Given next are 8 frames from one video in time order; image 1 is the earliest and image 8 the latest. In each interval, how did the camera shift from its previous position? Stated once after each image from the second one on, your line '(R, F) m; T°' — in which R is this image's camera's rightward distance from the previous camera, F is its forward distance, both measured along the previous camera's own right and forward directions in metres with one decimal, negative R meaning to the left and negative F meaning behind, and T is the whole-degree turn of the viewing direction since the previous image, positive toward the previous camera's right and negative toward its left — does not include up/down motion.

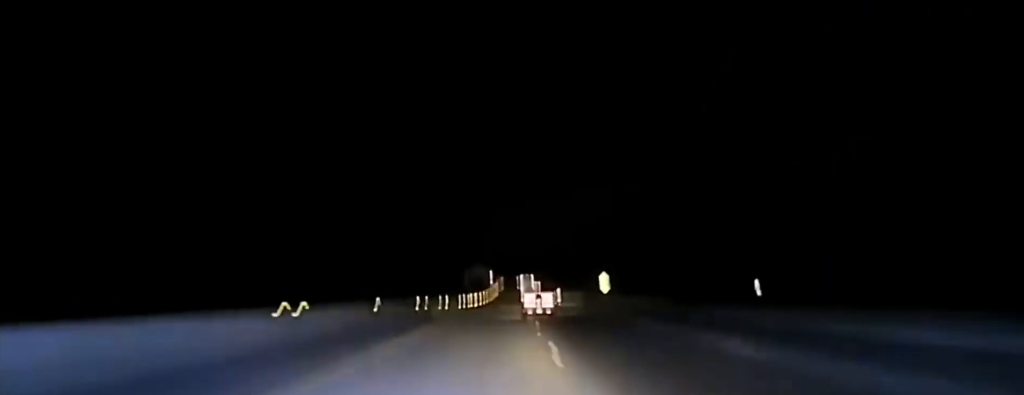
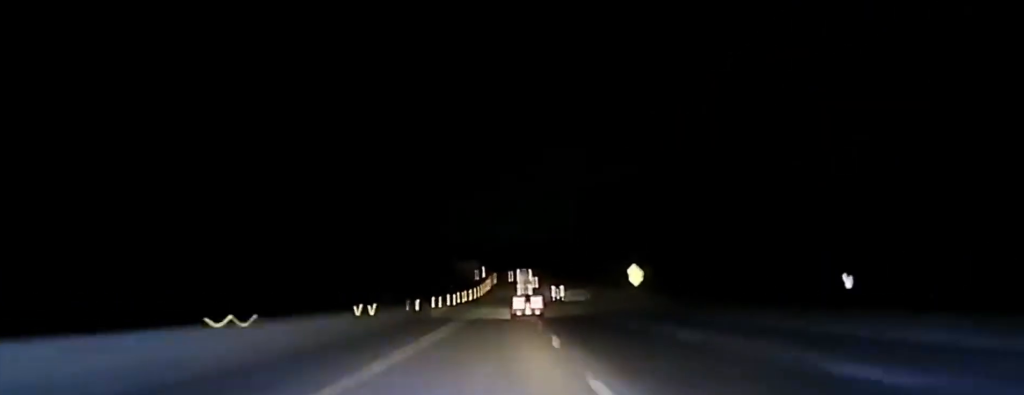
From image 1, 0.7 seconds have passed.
(+0.5, +43.0) m; +1°
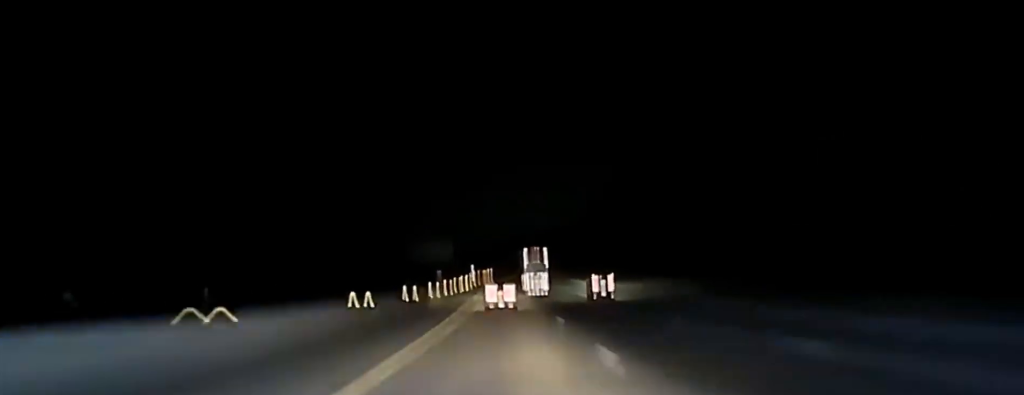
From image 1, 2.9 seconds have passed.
(+0.3, +131.8) m; 0°
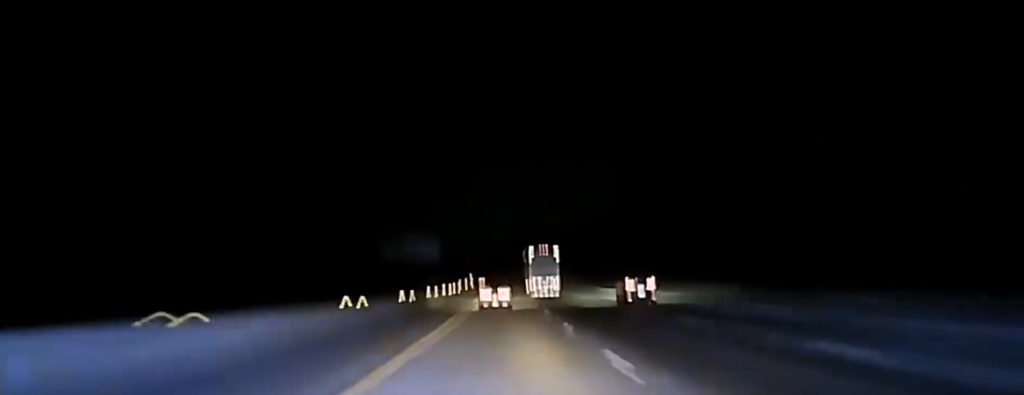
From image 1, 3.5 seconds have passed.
(0.0, +36.6) m; 0°
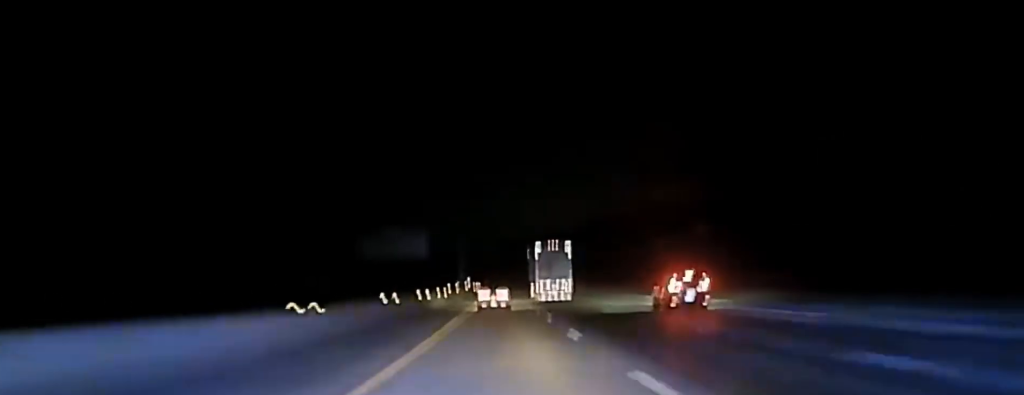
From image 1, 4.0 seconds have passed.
(-0.1, +26.5) m; 0°
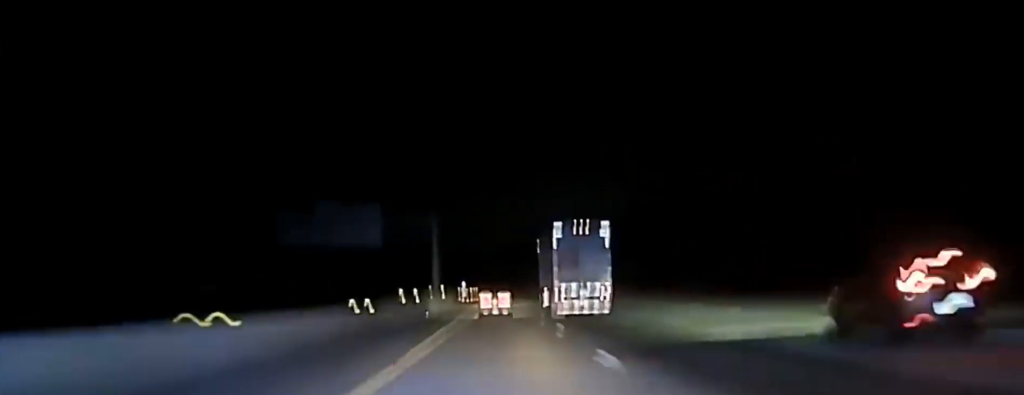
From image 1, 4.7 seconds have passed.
(+0.1, +45.4) m; 0°
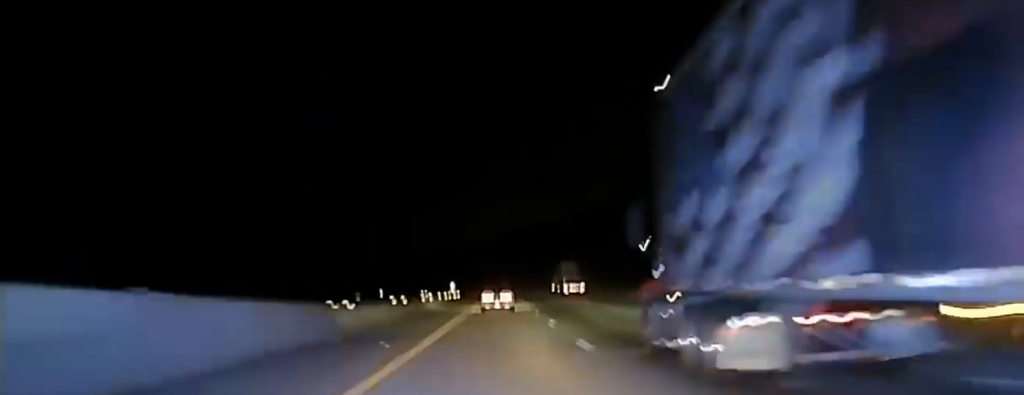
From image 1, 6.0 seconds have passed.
(+0.1, +83.1) m; 0°
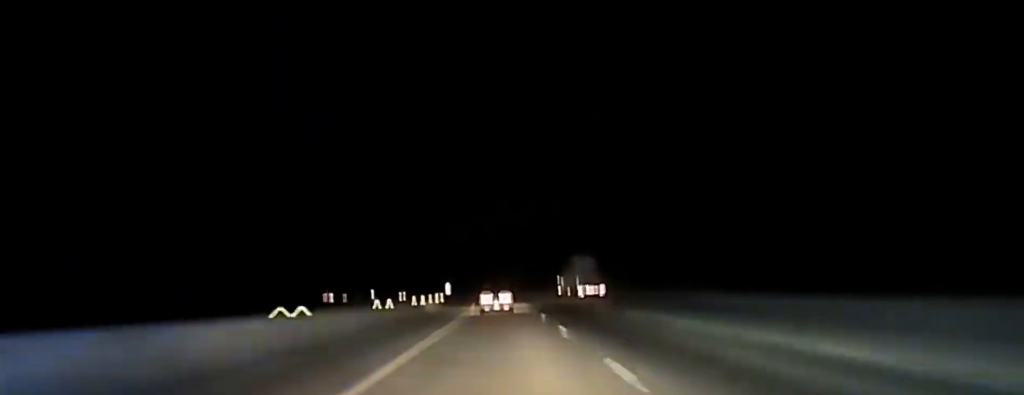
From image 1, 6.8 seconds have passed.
(0.0, +45.7) m; -1°
